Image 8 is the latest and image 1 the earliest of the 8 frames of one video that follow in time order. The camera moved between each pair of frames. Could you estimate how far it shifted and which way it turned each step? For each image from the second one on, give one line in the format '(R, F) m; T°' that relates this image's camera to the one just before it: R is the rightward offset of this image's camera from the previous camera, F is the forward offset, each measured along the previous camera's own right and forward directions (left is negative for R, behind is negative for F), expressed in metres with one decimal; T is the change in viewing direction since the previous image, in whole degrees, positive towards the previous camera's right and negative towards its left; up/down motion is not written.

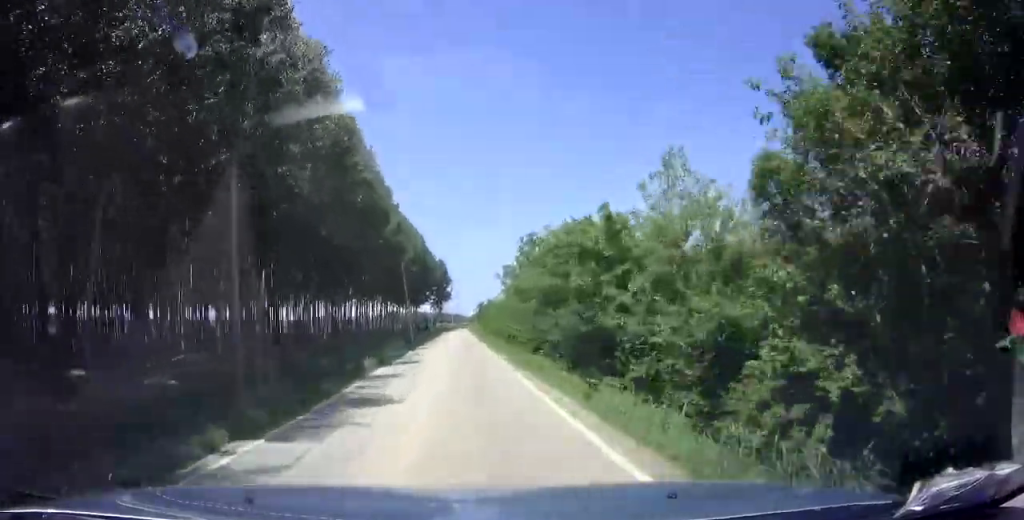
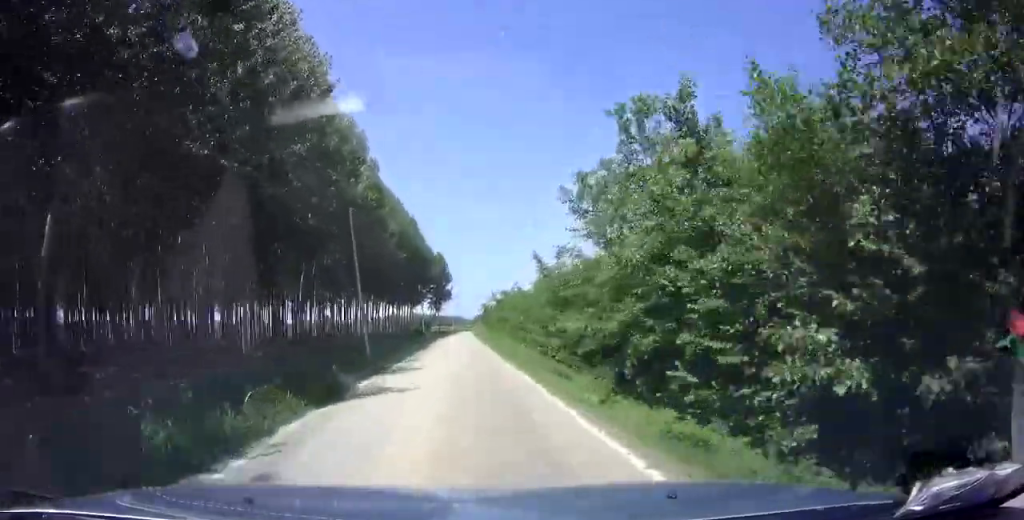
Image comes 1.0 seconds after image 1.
(+0.1, +21.2) m; 0°
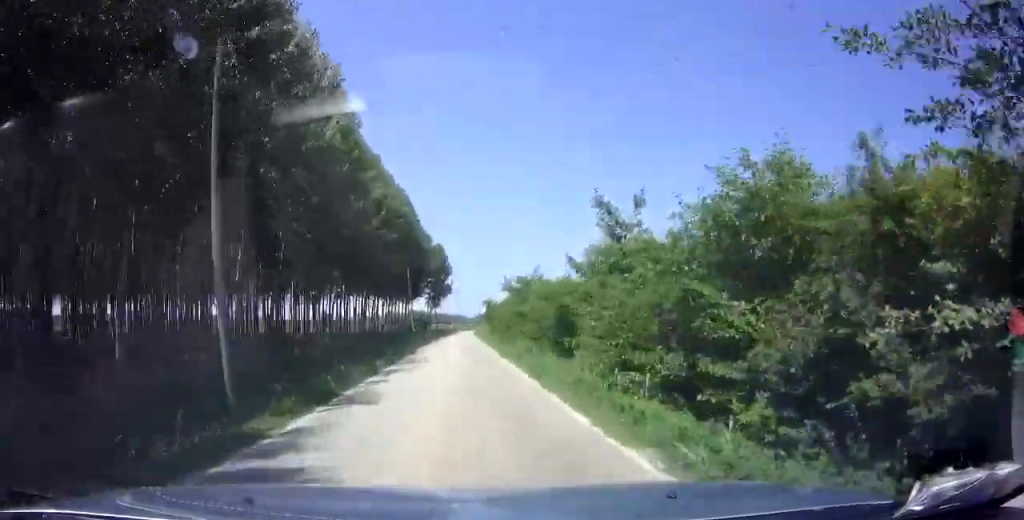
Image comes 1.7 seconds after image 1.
(0.0, +12.9) m; 0°
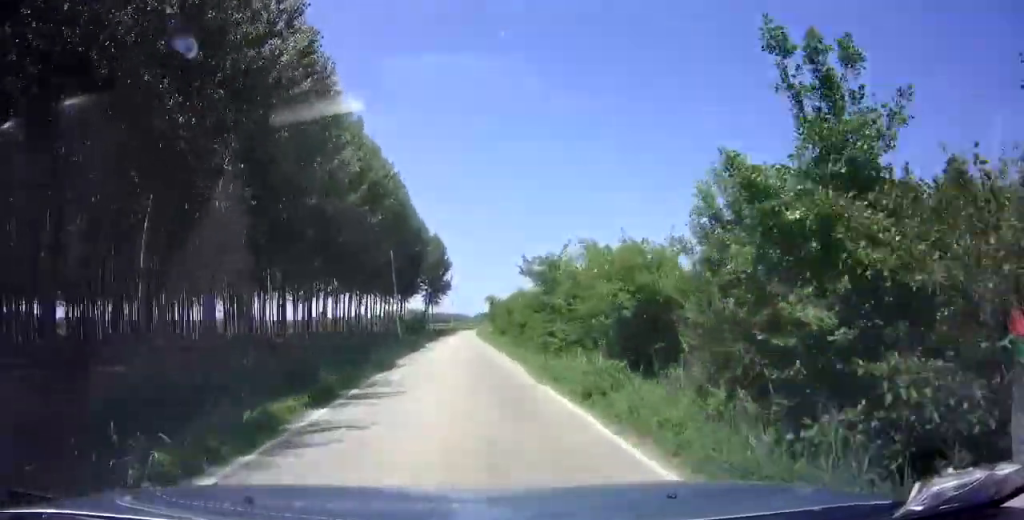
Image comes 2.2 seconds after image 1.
(0.0, +10.1) m; 0°
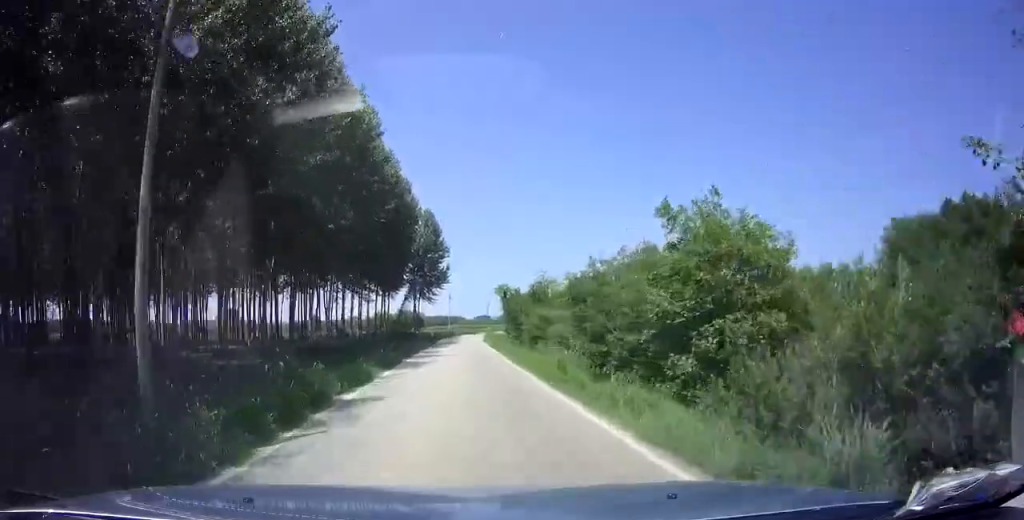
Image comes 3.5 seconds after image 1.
(-0.2, +26.4) m; 0°
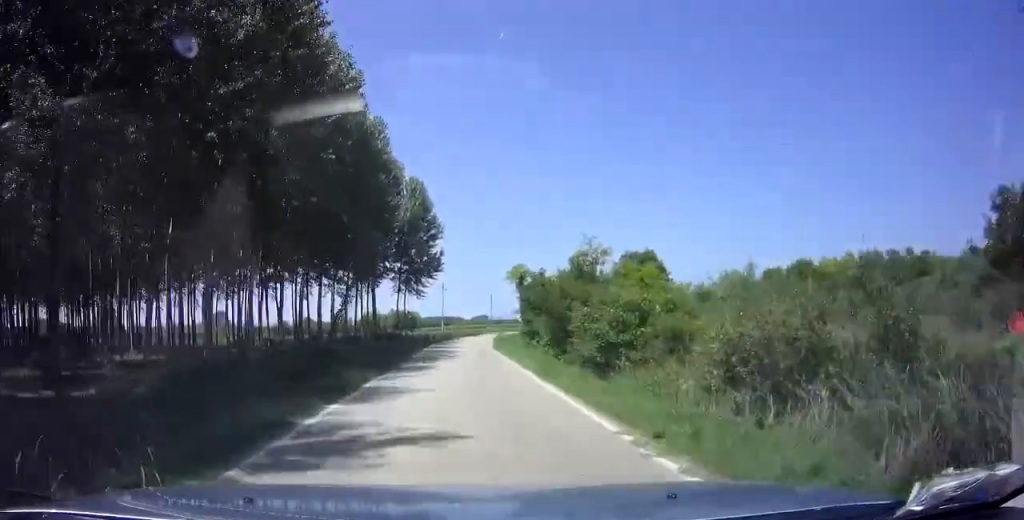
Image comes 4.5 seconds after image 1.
(+0.1, +19.9) m; +2°
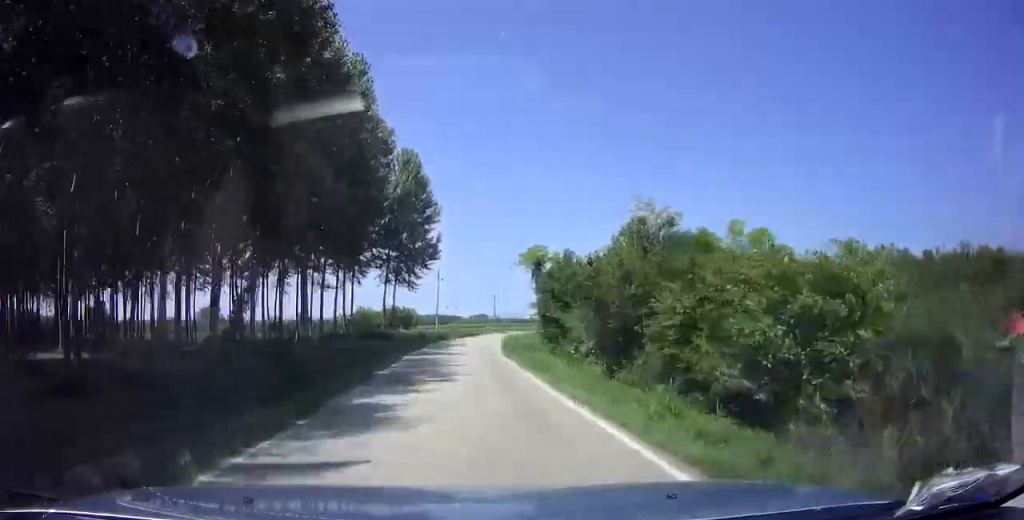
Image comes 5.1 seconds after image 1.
(+0.3, +10.0) m; +2°
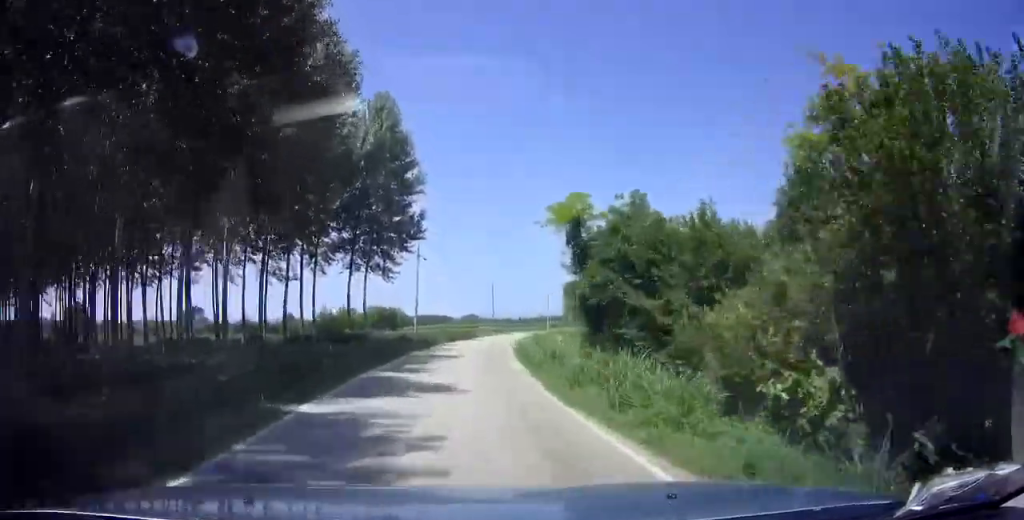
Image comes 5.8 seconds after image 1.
(+0.3, +13.4) m; +3°
